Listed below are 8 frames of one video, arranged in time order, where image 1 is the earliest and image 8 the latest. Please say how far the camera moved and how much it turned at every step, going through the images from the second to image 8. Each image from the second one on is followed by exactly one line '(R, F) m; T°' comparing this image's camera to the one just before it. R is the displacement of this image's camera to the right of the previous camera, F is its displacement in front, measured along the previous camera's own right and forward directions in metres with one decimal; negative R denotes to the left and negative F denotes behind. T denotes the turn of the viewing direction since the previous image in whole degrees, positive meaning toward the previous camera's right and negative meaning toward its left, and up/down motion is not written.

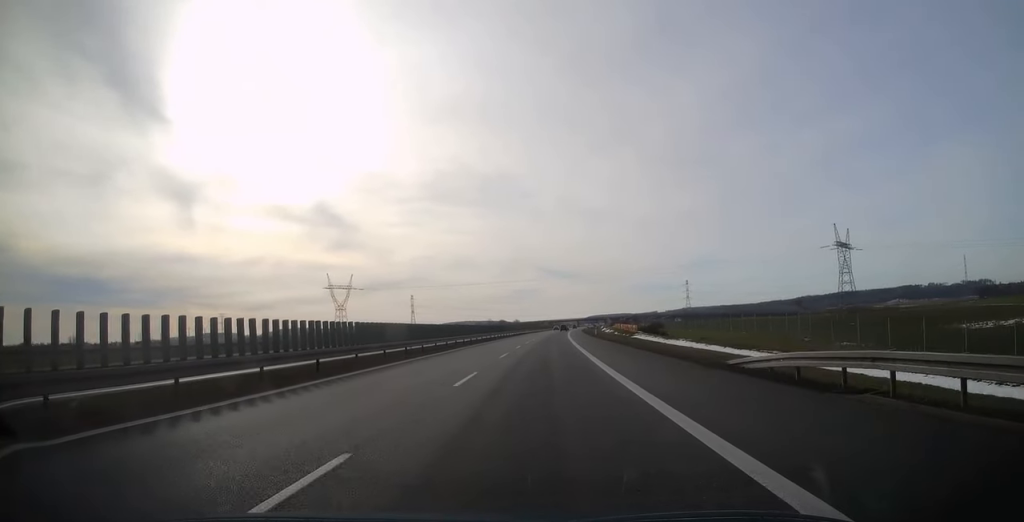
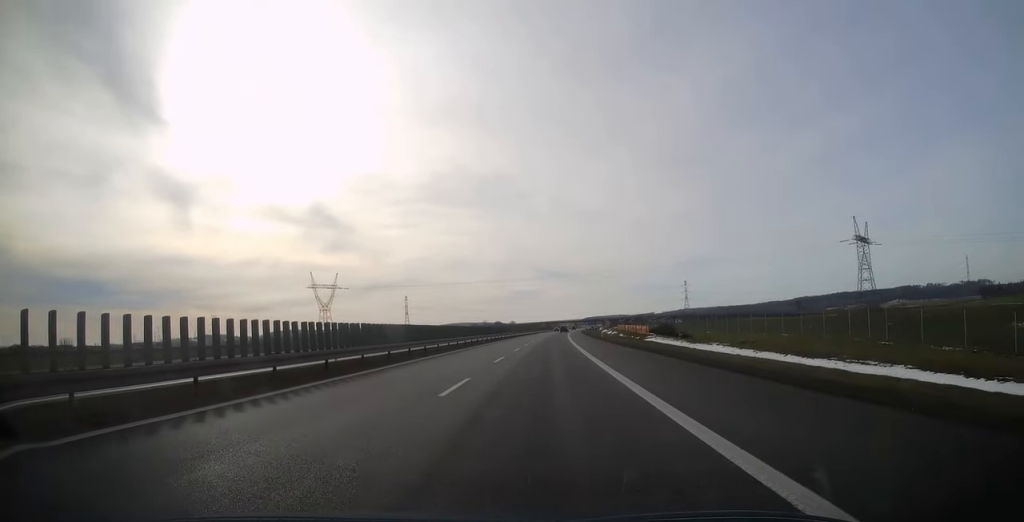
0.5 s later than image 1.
(0.0, +15.6) m; 0°
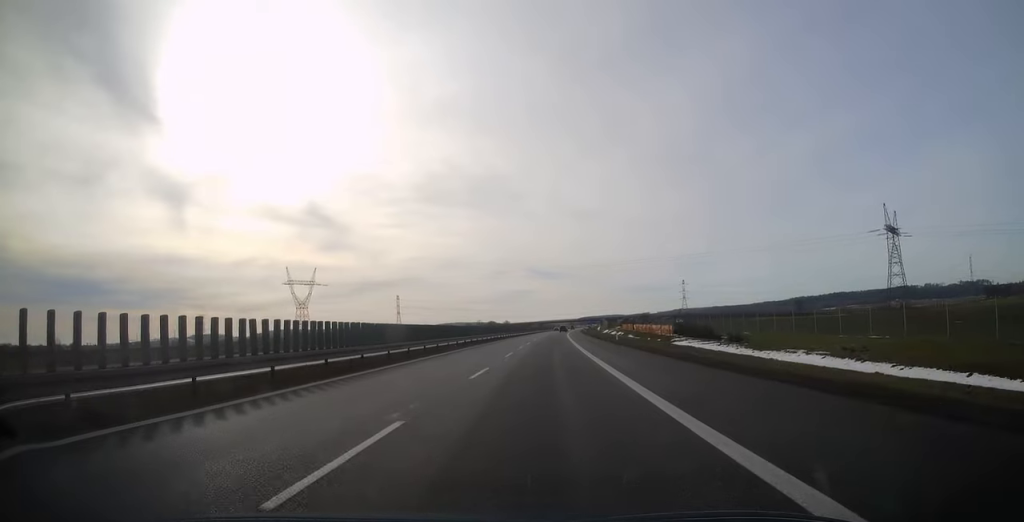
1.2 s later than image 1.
(+0.1, +20.3) m; +1°
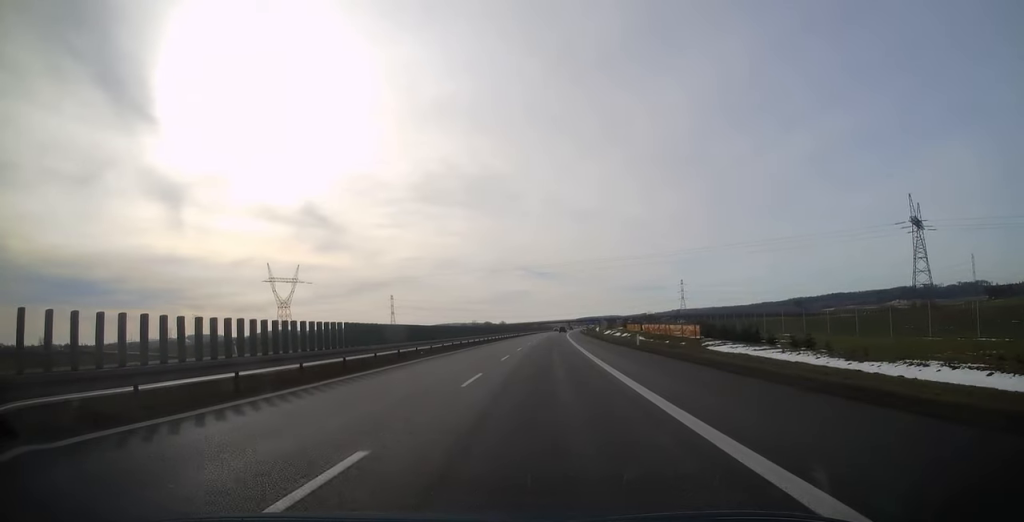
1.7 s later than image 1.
(0.0, +14.3) m; 0°
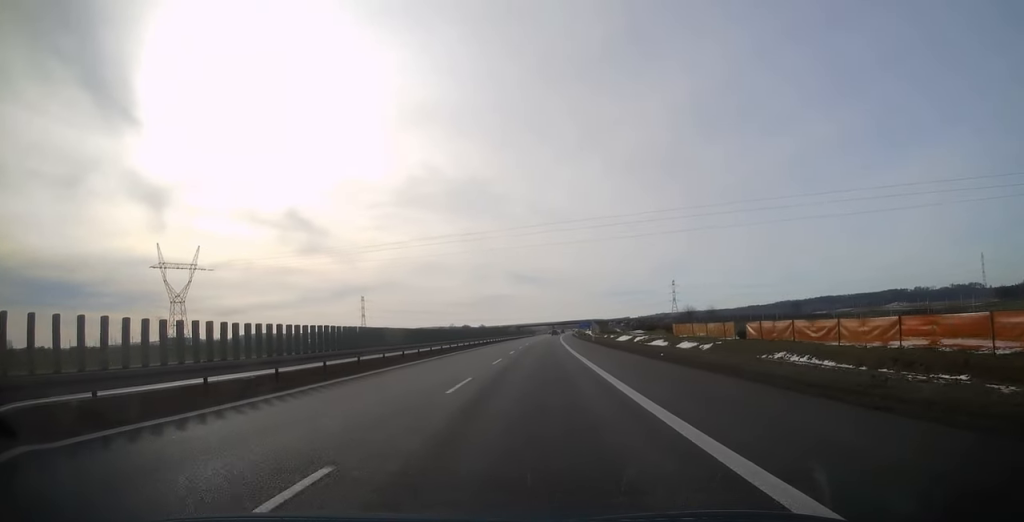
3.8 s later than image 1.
(+0.7, +61.3) m; +2°
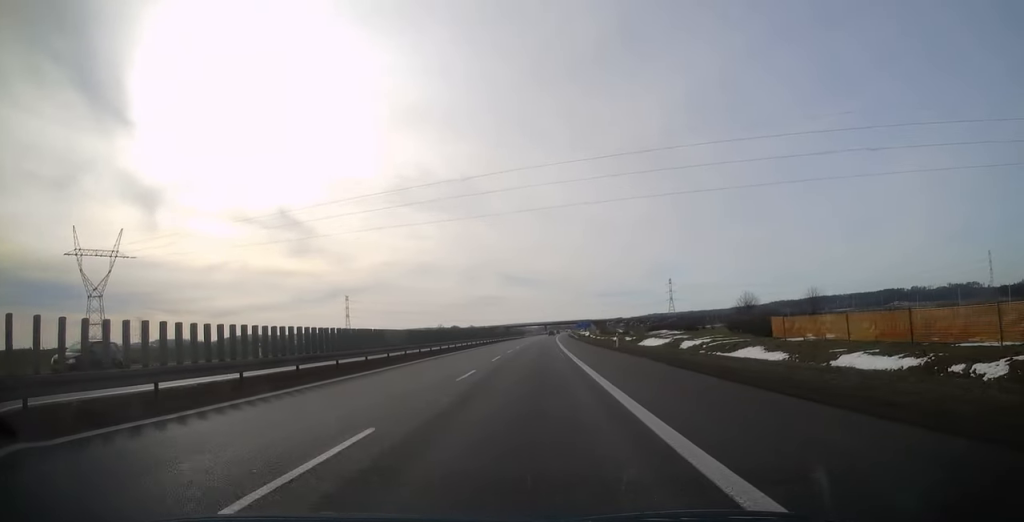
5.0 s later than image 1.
(+0.4, +33.1) m; +1°
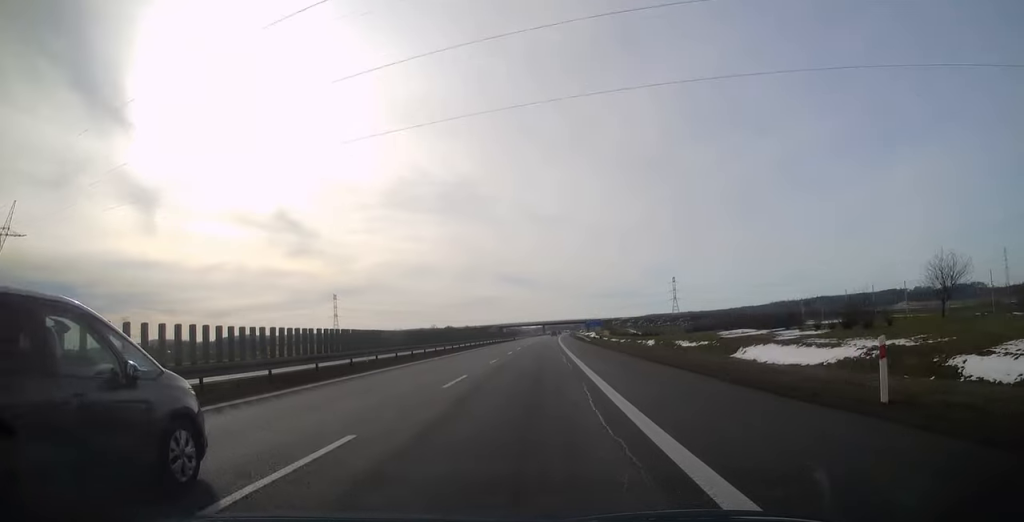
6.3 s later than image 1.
(+0.2, +36.4) m; +1°
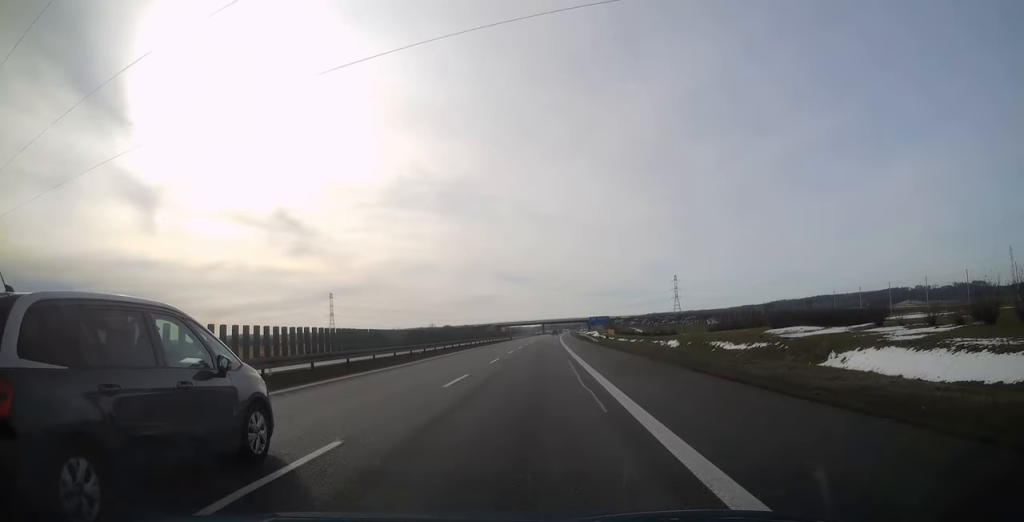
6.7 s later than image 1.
(0.0, +11.8) m; 0°
